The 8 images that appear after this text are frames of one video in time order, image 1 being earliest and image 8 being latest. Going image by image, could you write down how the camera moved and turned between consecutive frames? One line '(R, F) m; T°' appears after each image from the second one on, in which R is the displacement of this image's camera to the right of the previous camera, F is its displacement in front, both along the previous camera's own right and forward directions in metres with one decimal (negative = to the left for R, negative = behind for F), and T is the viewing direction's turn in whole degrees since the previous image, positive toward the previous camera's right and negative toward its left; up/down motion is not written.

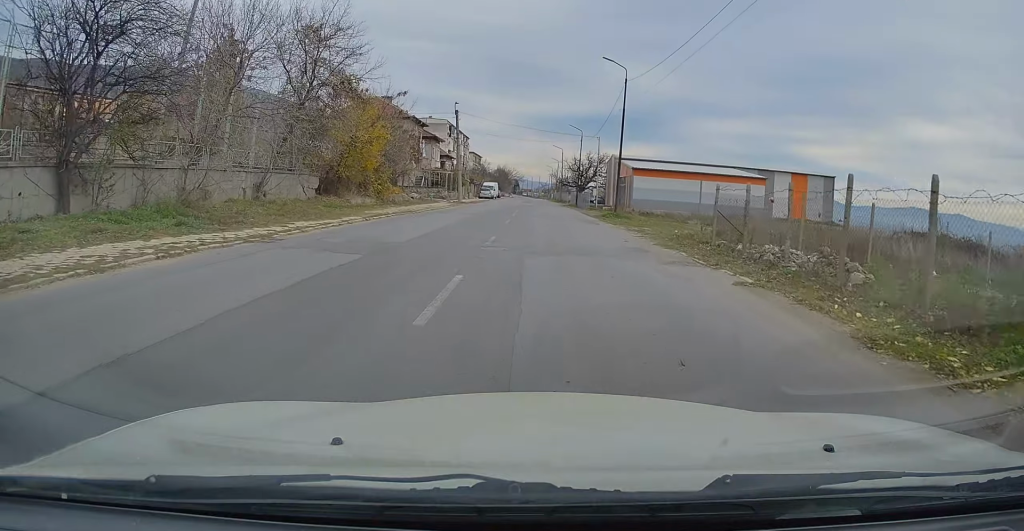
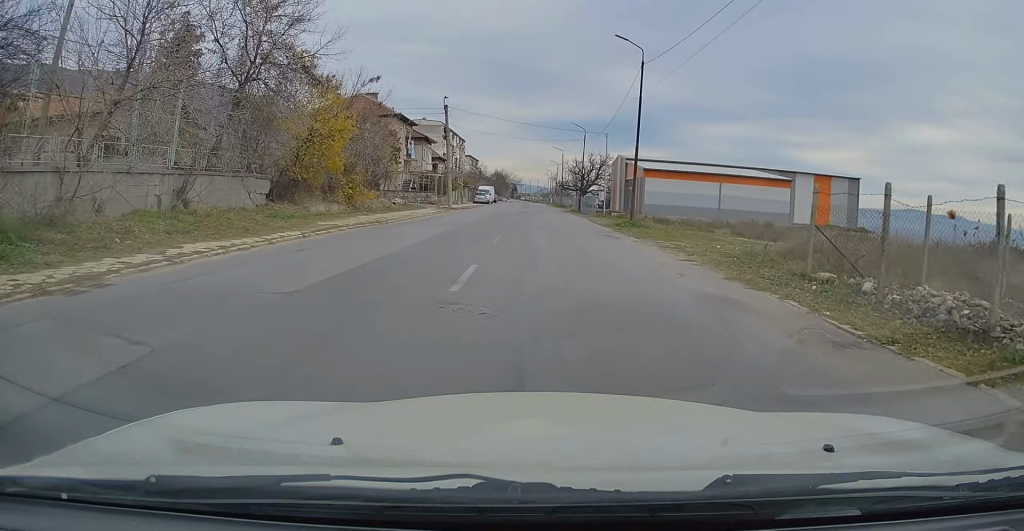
(0.0, +6.5) m; 0°
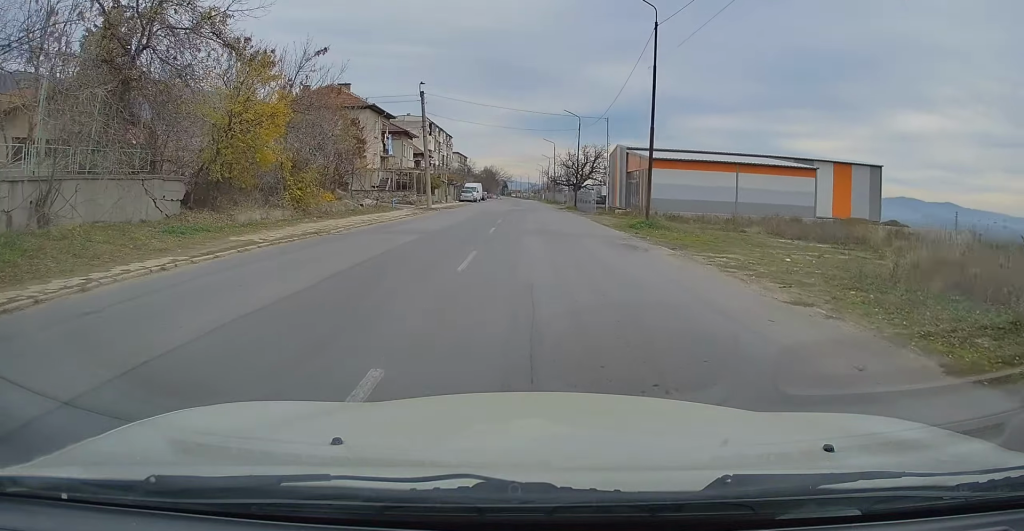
(0.0, +6.5) m; 0°
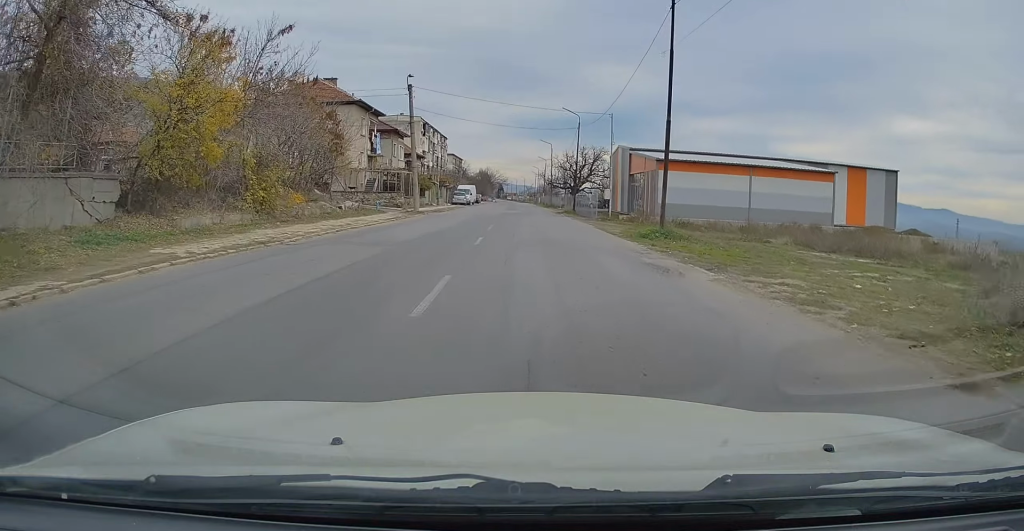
(0.0, +3.6) m; 0°
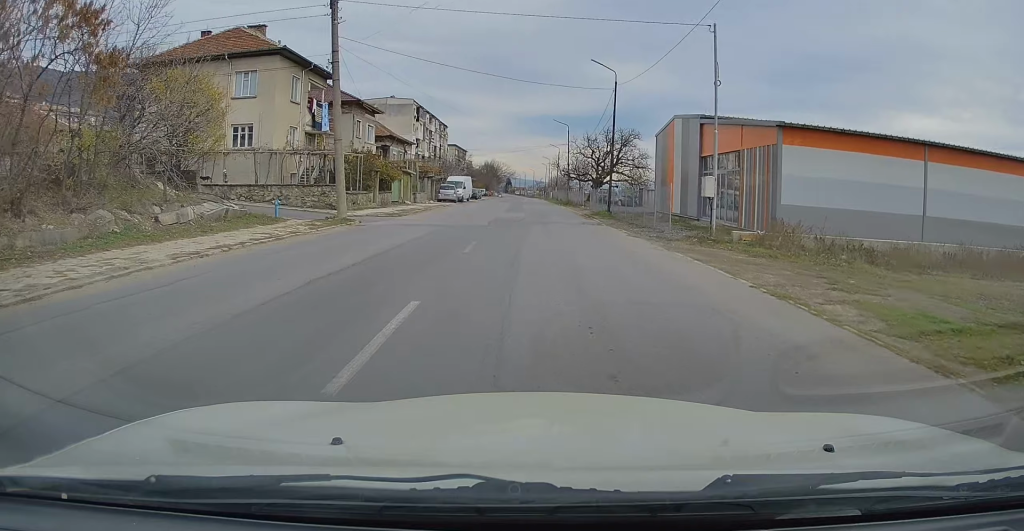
(-0.2, +19.0) m; +2°
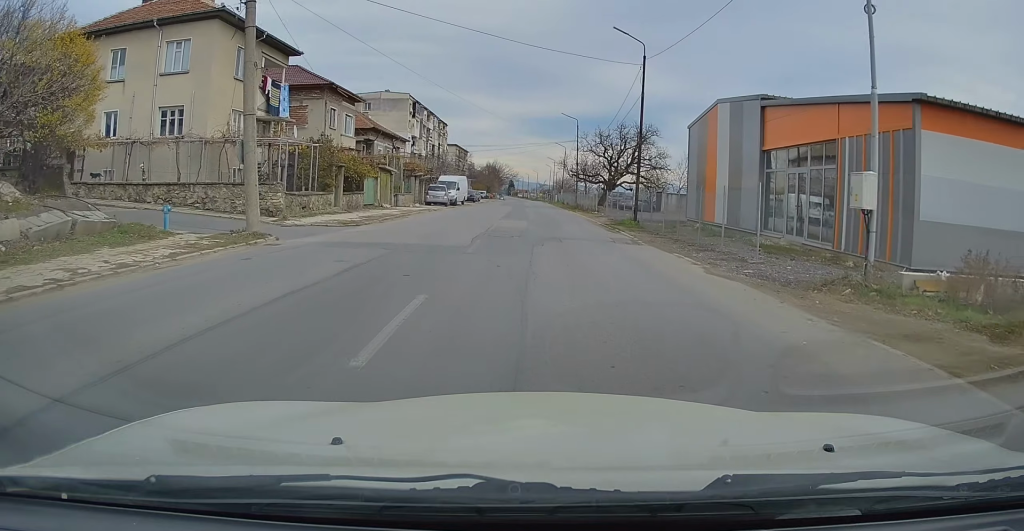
(+0.4, +8.3) m; -1°
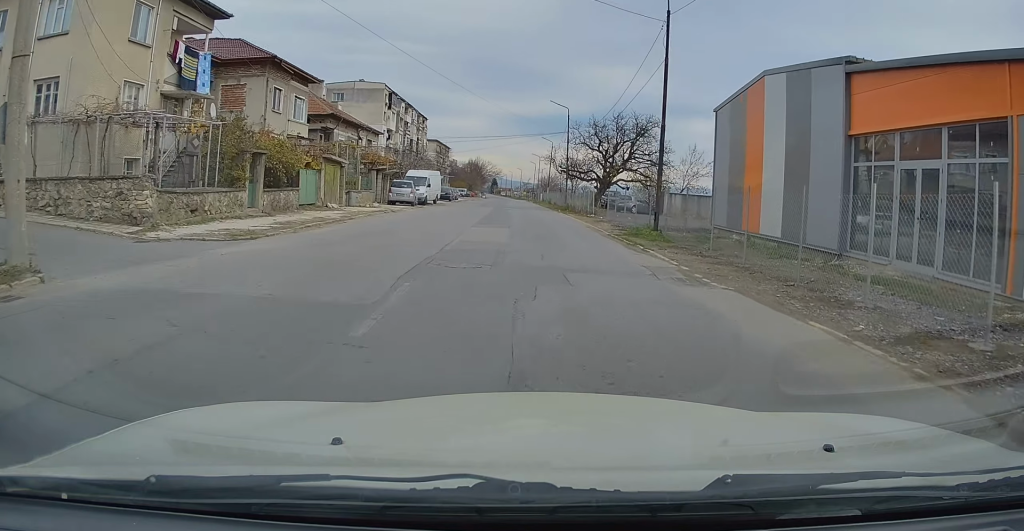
(-0.5, +8.0) m; -1°
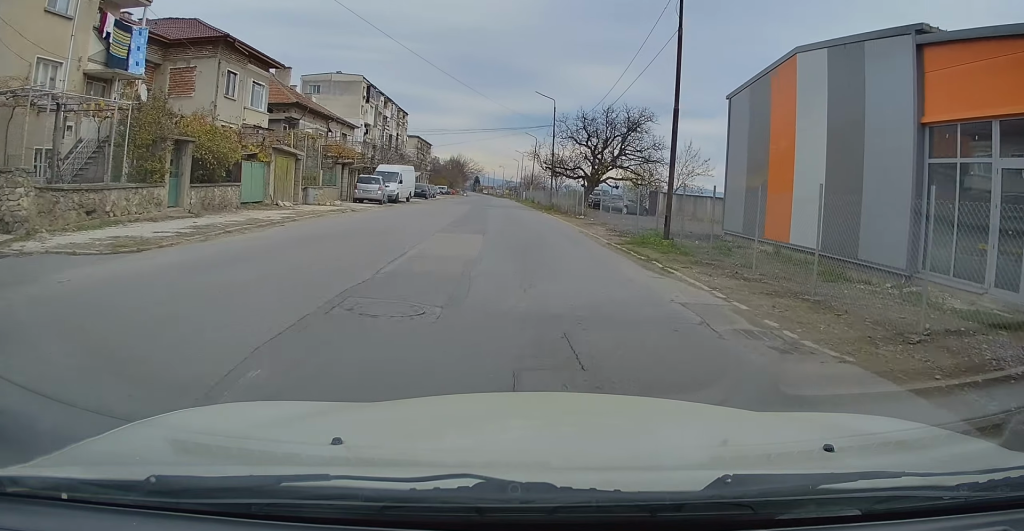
(+0.2, +4.3) m; +1°
